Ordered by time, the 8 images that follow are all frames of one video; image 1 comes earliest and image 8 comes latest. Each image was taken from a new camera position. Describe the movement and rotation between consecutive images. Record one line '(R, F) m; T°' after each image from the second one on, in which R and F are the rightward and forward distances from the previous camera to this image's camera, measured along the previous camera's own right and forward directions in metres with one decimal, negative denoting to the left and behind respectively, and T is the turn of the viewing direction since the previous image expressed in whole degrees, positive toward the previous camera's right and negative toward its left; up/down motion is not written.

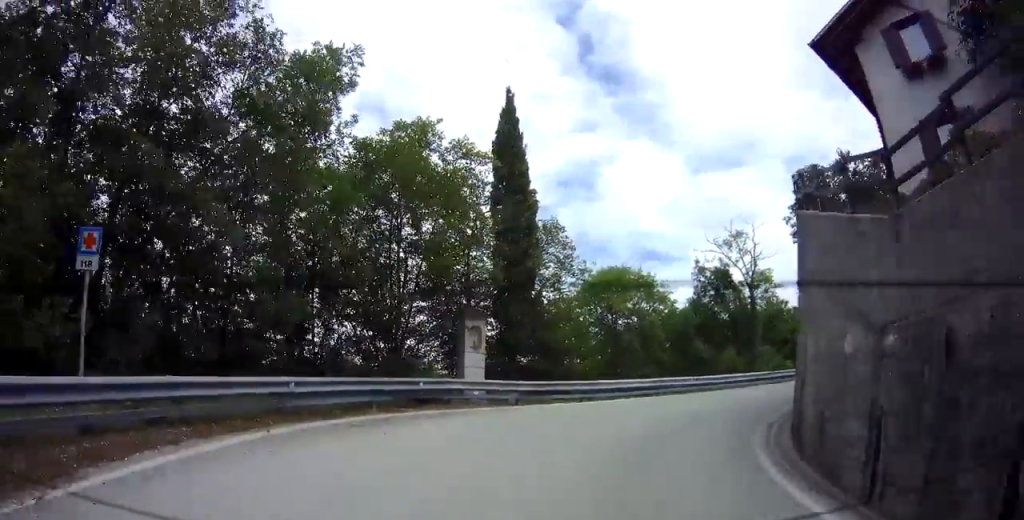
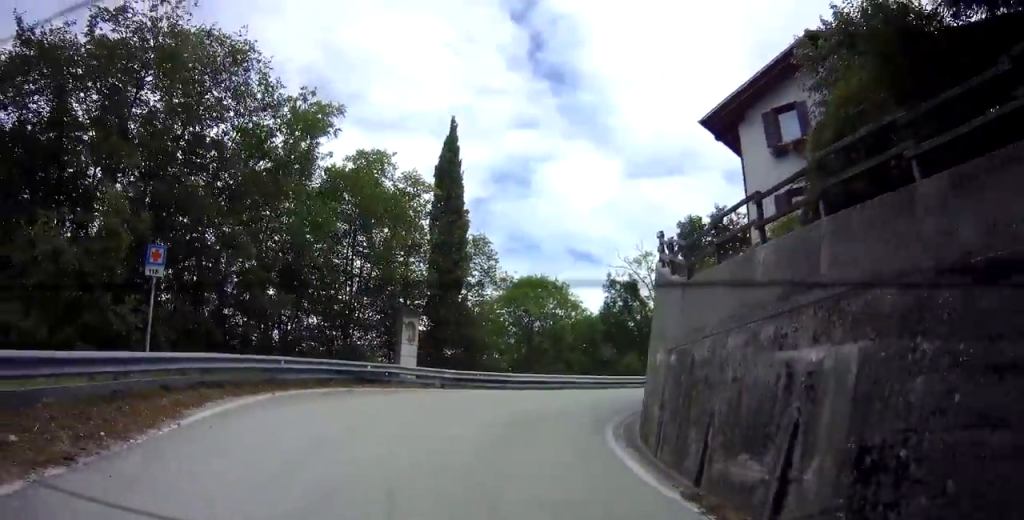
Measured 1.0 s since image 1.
(0.0, +3.2) m; +8°
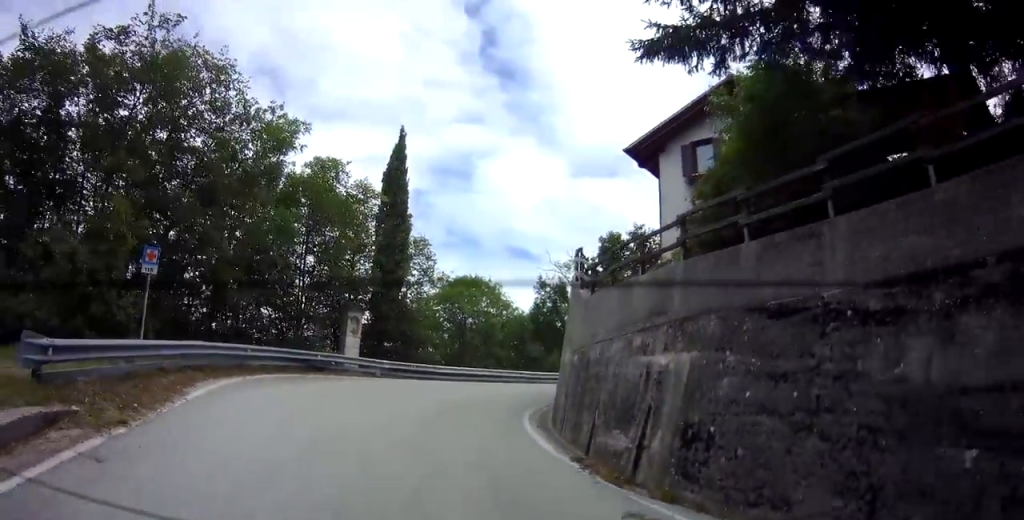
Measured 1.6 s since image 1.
(+0.2, +1.9) m; +6°
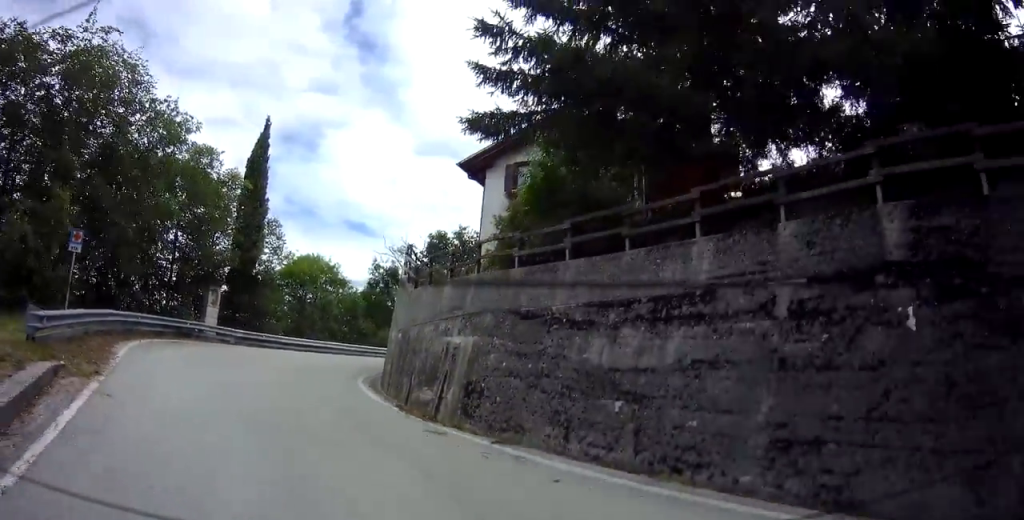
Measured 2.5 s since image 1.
(+0.3, +3.1) m; +13°
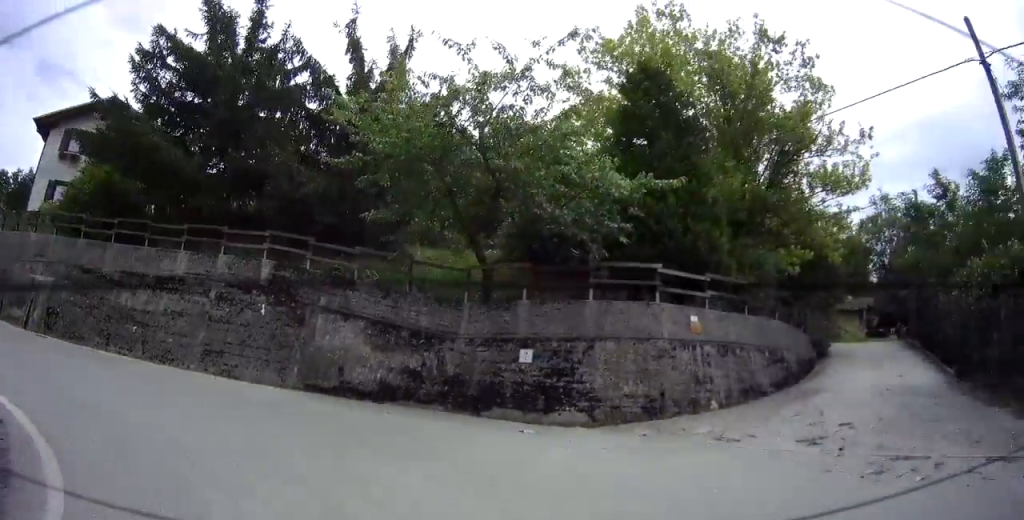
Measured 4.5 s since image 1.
(+2.8, +4.7) m; +71°
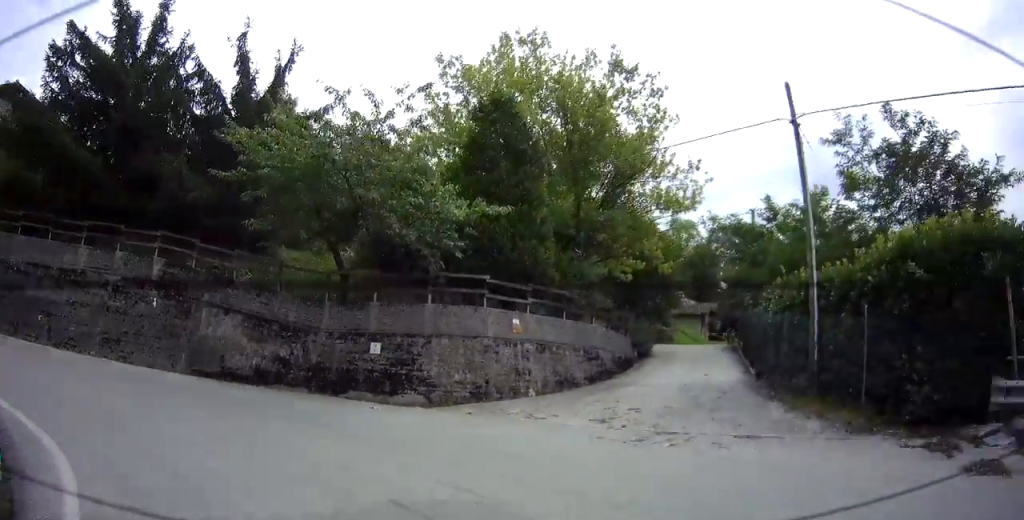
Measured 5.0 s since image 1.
(+0.2, +1.8) m; +14°
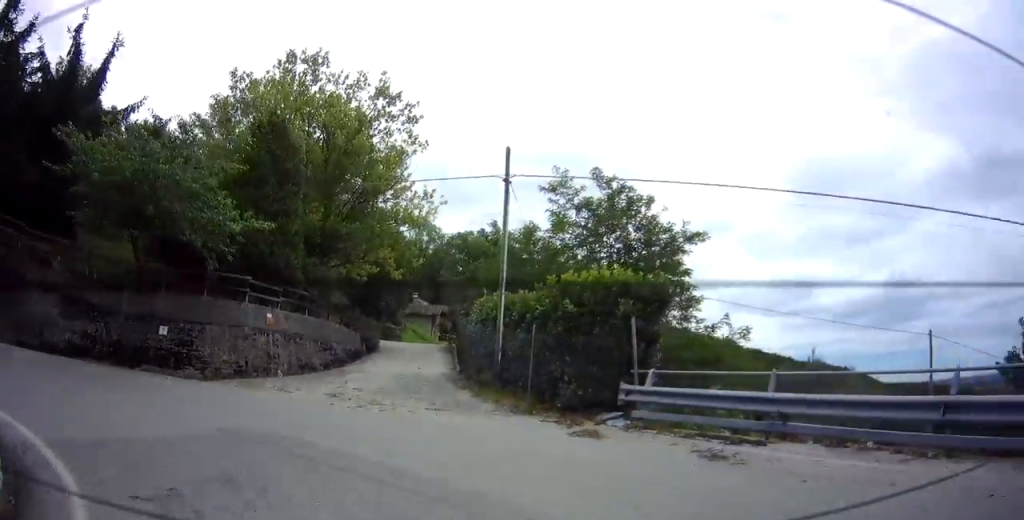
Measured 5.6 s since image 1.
(+0.6, +3.1) m; +15°
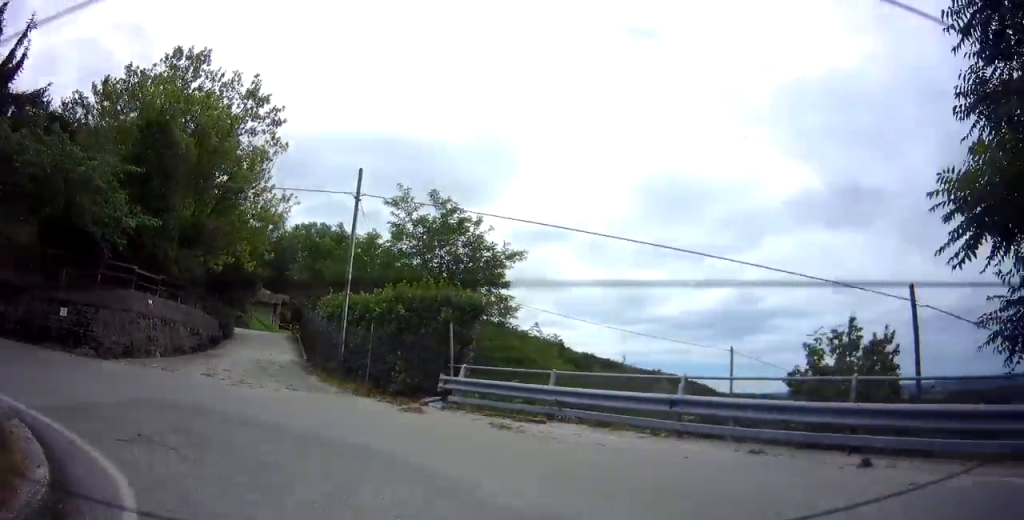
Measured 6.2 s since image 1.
(+0.2, +2.9) m; +11°
